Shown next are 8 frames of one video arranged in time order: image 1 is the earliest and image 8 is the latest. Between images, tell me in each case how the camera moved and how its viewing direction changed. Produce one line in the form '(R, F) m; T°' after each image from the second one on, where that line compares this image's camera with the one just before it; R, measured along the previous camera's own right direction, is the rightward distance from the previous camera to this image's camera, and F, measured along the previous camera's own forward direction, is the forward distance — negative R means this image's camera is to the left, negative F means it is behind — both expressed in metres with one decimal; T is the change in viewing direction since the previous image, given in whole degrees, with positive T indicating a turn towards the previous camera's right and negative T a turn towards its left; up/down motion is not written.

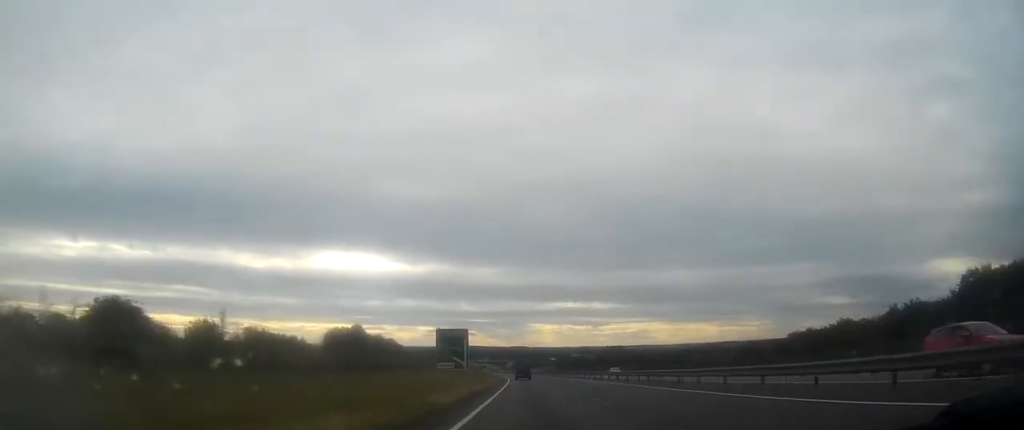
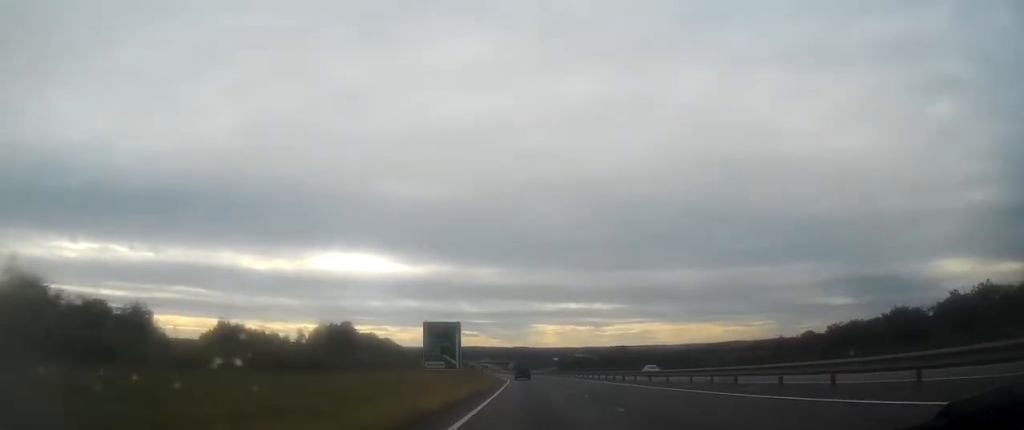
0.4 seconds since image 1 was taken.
(0.0, +12.9) m; 0°
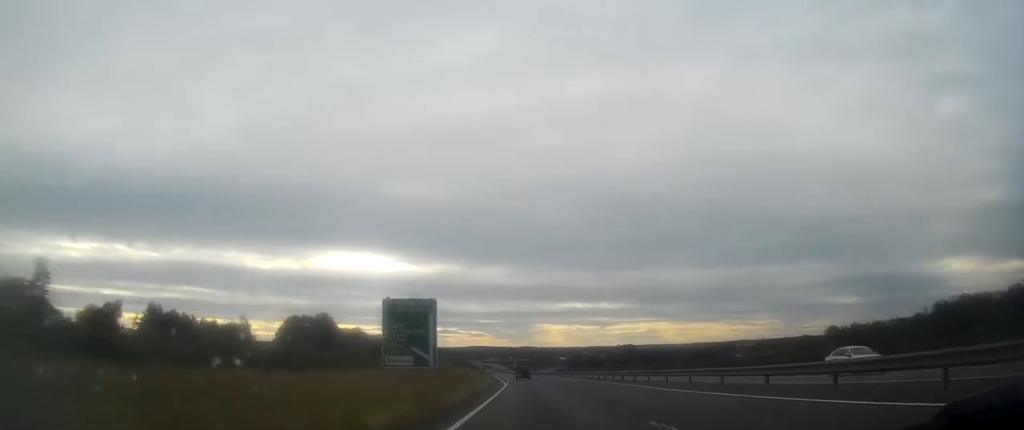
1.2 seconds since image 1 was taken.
(0.0, +24.0) m; -1°
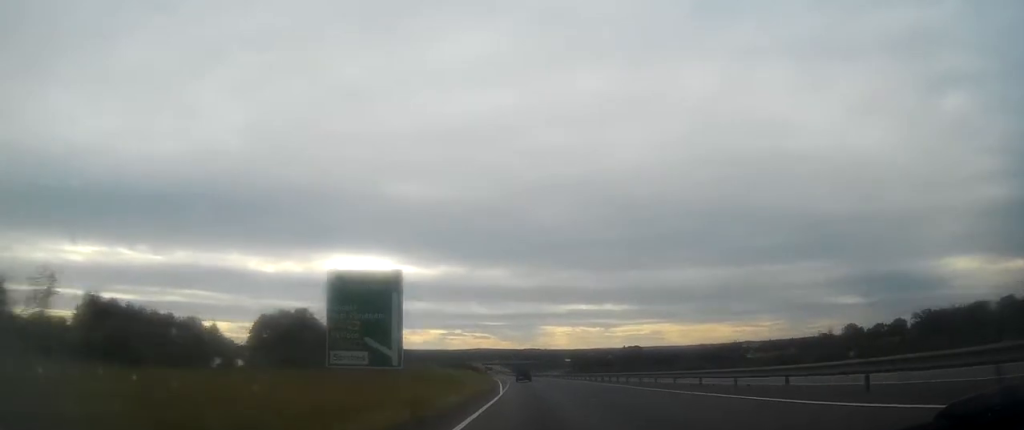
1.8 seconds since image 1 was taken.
(0.0, +16.0) m; 0°
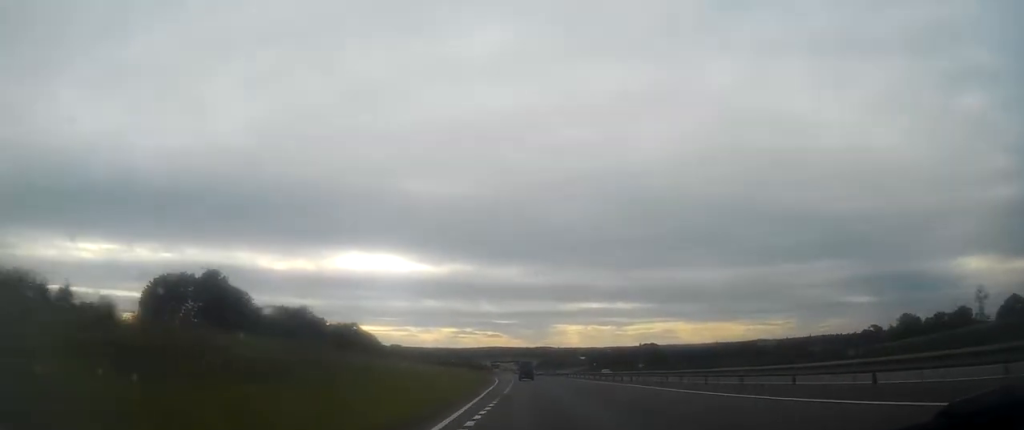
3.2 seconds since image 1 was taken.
(-0.3, +43.2) m; -1°
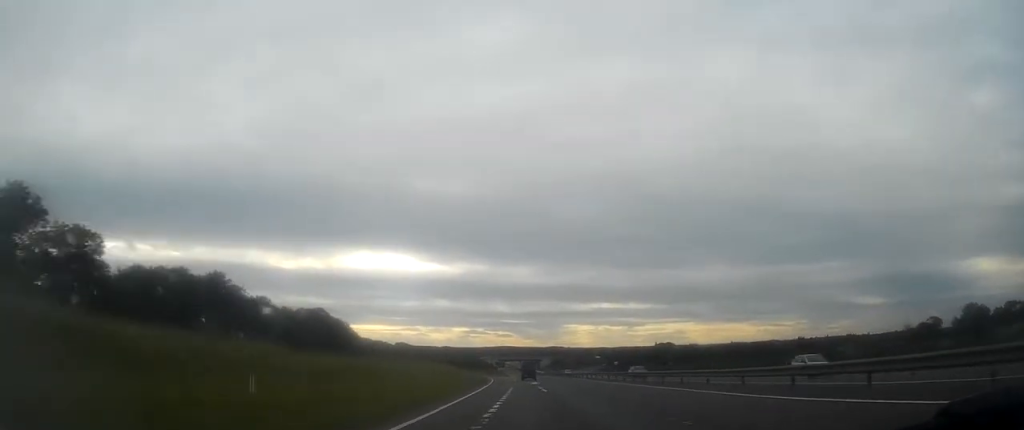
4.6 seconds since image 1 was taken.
(-0.8, +42.2) m; -2°
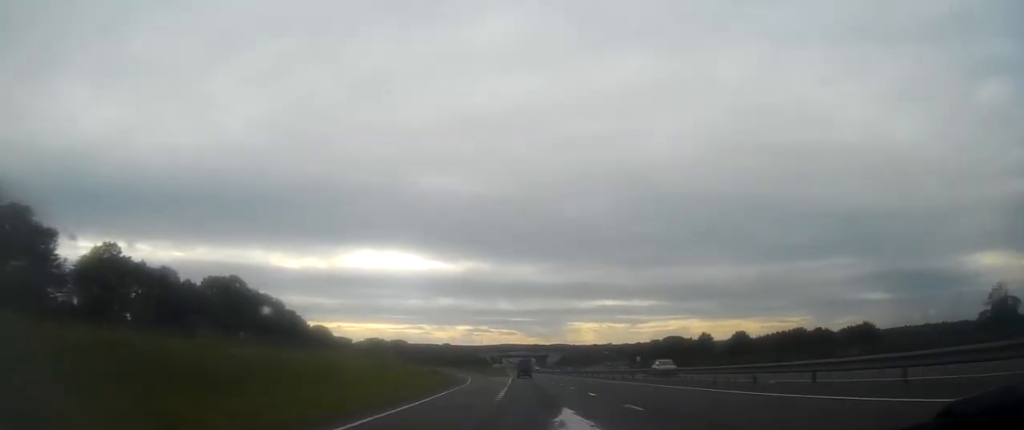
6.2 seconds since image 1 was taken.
(0.0, +49.4) m; 0°
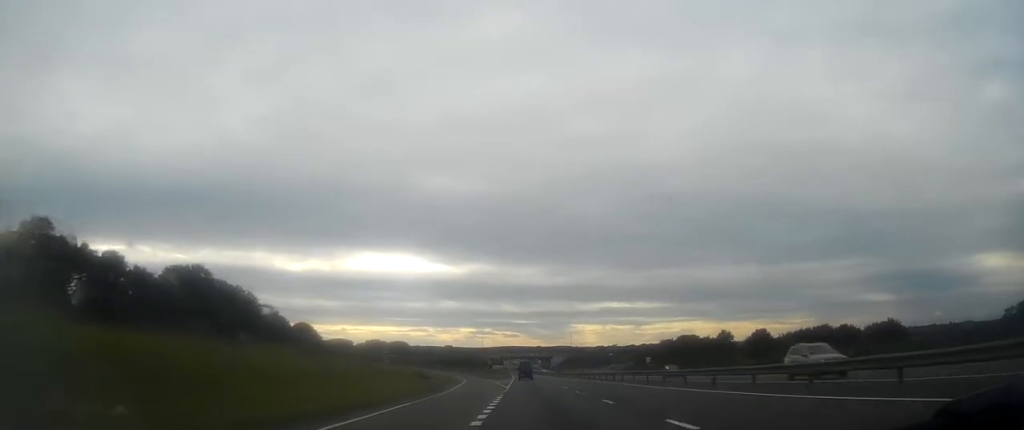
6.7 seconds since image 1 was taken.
(-0.1, +14.2) m; 0°
